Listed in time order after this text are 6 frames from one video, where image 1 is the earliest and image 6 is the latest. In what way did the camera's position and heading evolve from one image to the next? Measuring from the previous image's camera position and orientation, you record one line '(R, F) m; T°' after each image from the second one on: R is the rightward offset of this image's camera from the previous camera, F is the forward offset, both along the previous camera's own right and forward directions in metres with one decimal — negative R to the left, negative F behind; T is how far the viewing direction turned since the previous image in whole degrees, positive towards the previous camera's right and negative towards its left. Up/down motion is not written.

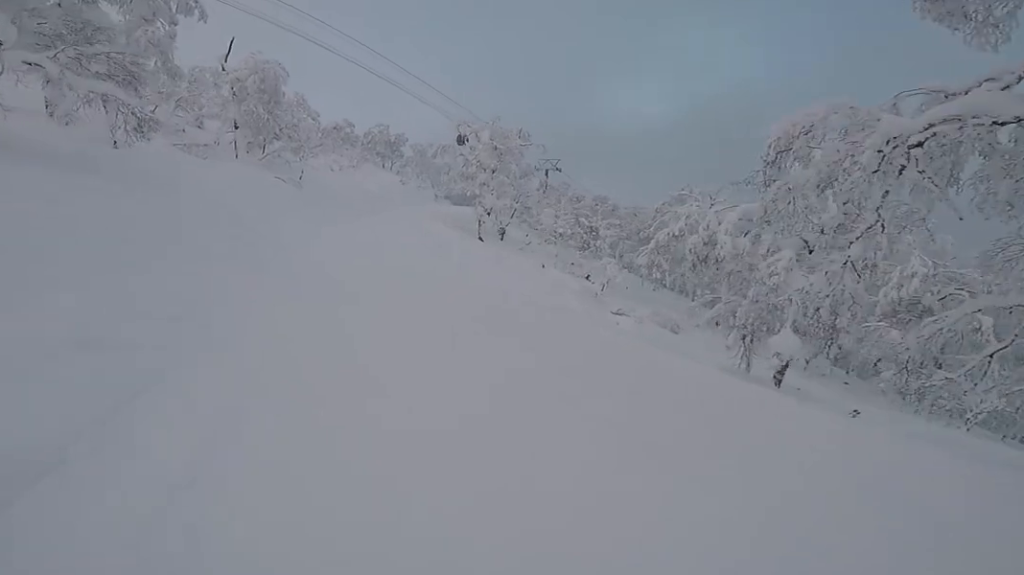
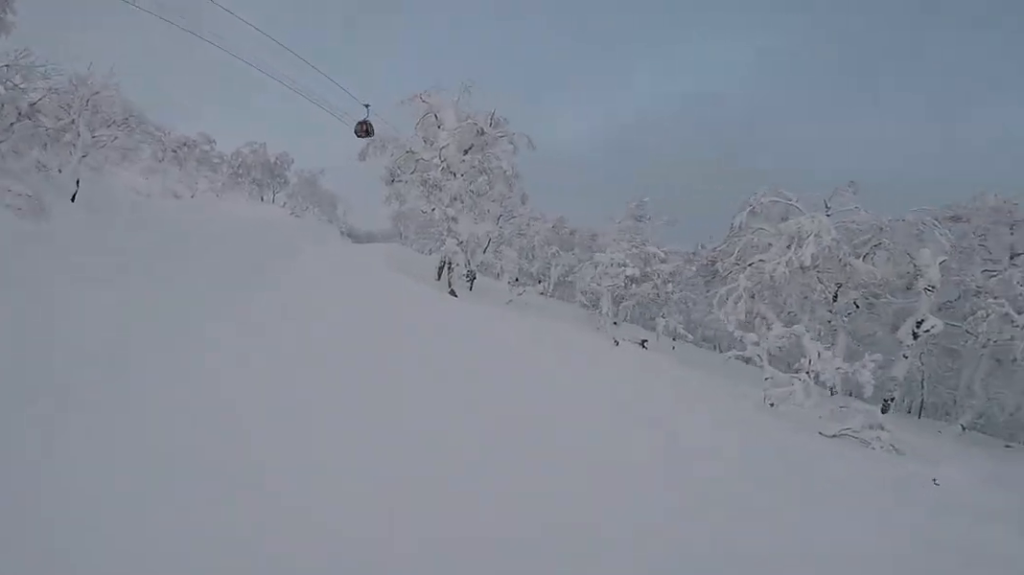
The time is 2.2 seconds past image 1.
(+0.1, +19.0) m; +7°
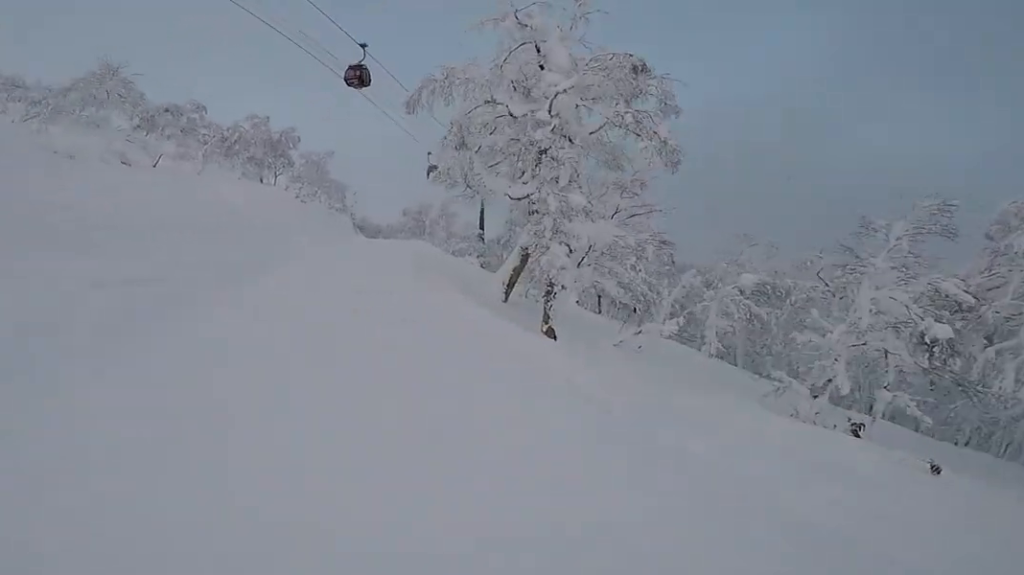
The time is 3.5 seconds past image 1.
(+1.4, +10.3) m; +6°
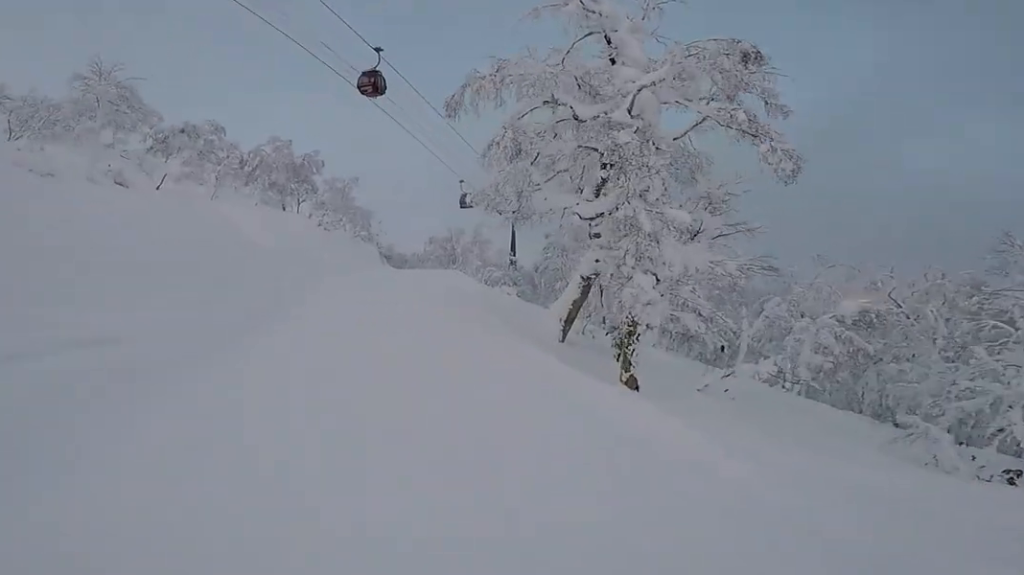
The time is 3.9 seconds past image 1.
(+0.1, +3.1) m; -1°
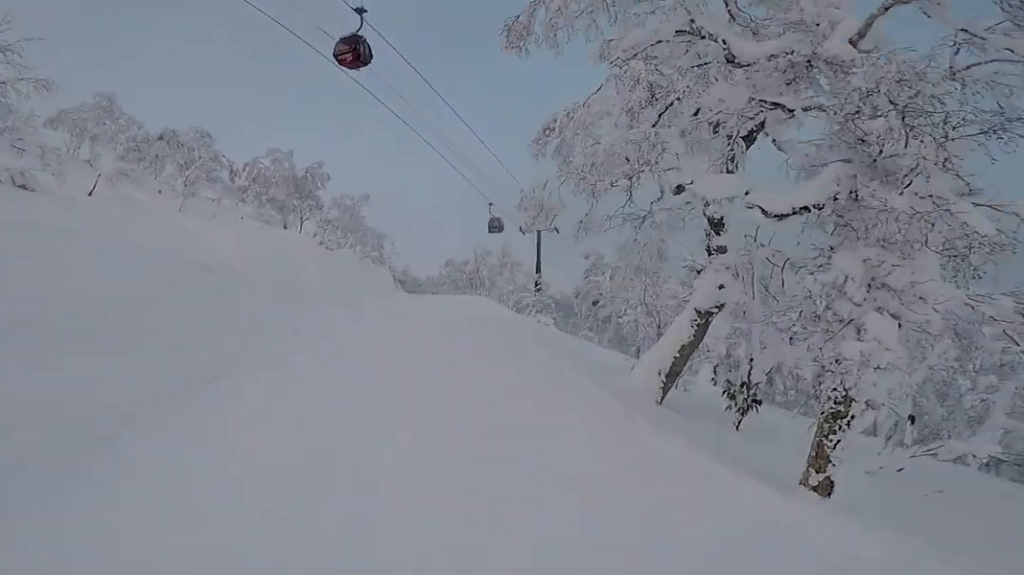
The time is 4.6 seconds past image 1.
(-1.0, +5.5) m; -3°
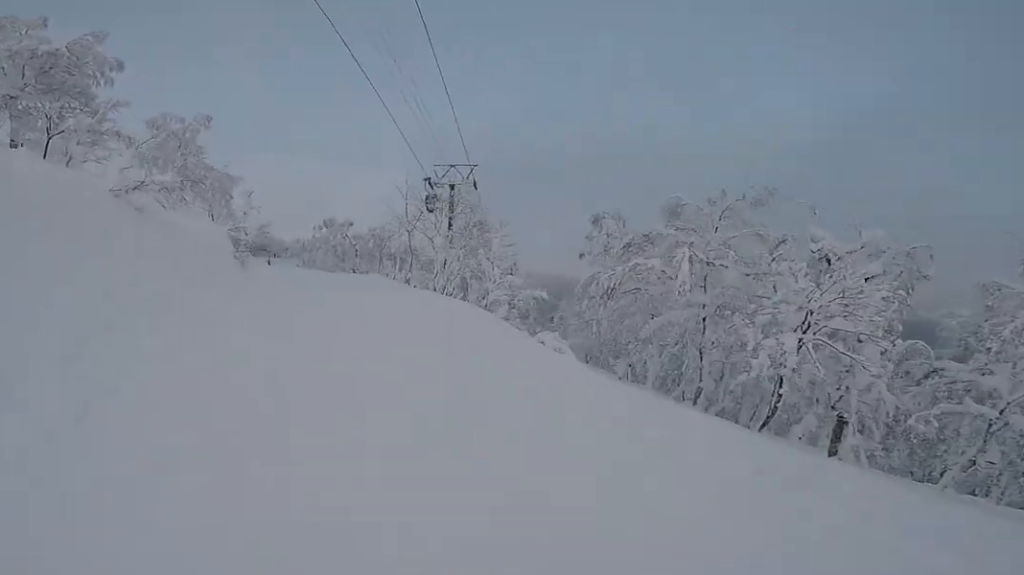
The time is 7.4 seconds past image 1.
(+3.8, +18.5) m; +18°
